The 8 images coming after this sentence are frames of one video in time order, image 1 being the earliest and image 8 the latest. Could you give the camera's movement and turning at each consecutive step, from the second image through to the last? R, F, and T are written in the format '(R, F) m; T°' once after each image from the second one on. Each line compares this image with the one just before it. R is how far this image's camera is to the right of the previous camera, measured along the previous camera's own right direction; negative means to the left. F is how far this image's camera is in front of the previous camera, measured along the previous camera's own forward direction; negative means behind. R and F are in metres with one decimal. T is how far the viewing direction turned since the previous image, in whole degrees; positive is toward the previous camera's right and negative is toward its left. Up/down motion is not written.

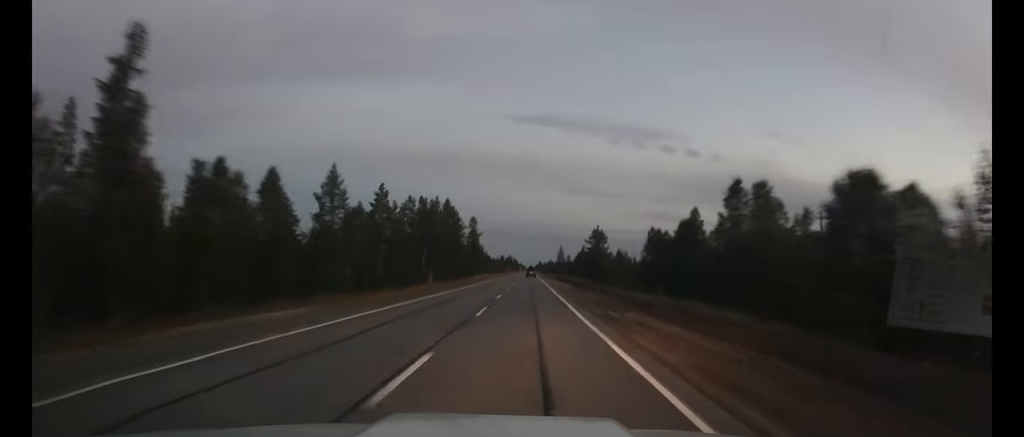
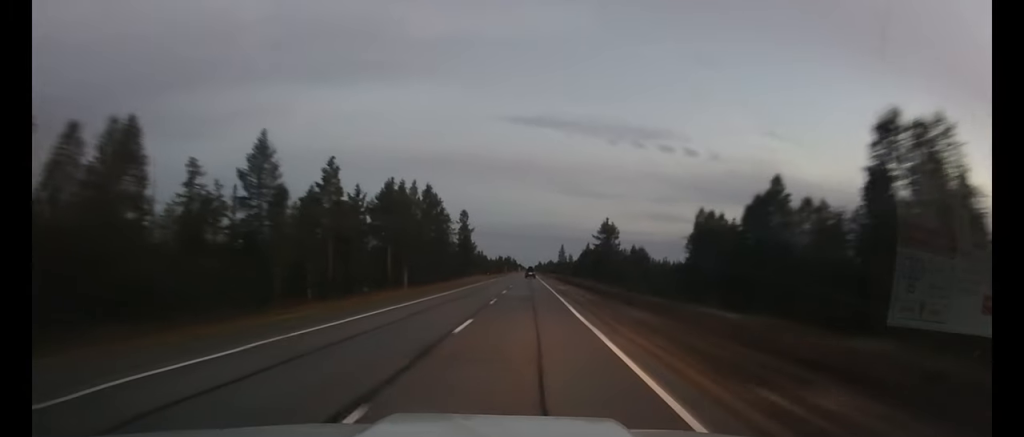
(0.0, +16.1) m; 0°
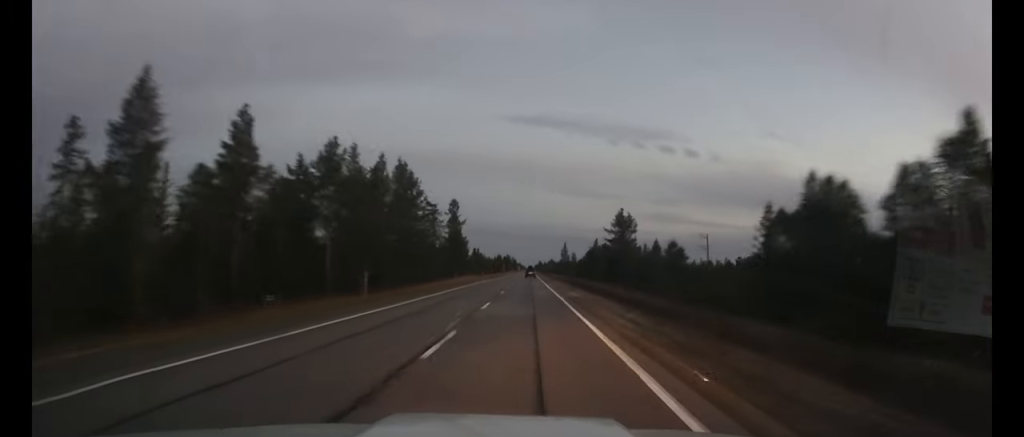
(0.0, +16.0) m; 0°
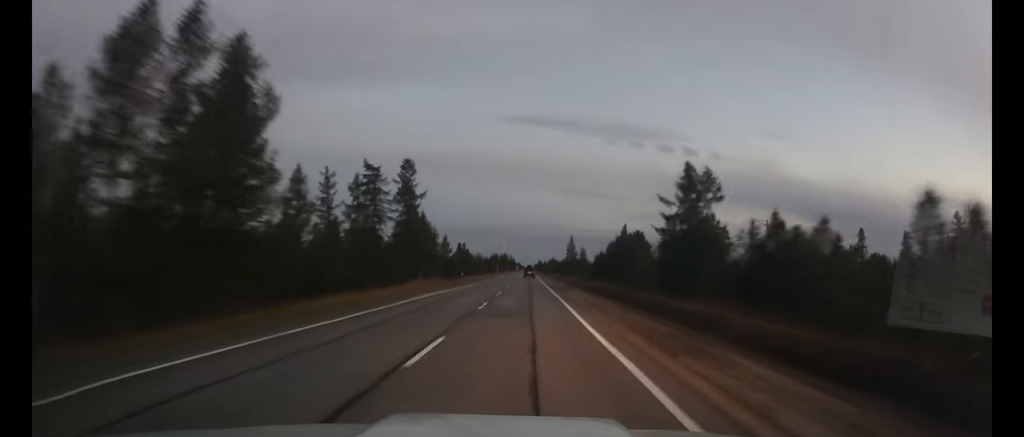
(0.0, +37.3) m; 0°
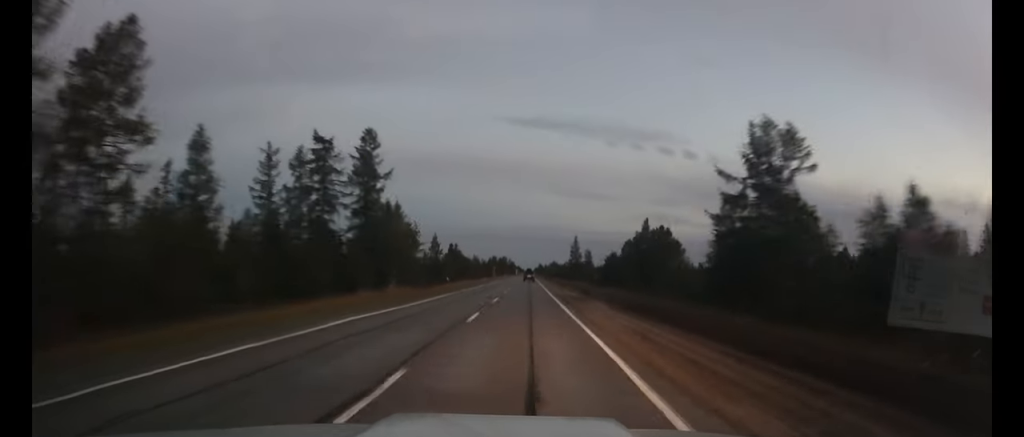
(0.0, +15.6) m; 0°
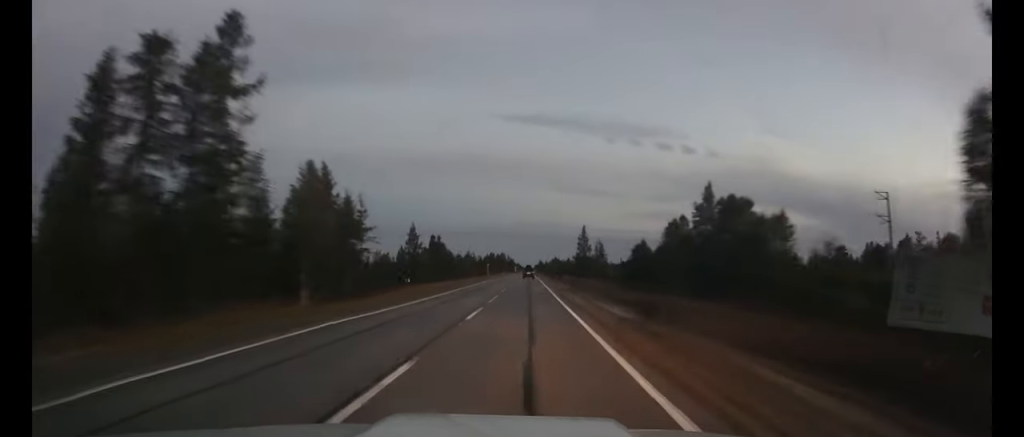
(0.0, +24.4) m; 0°
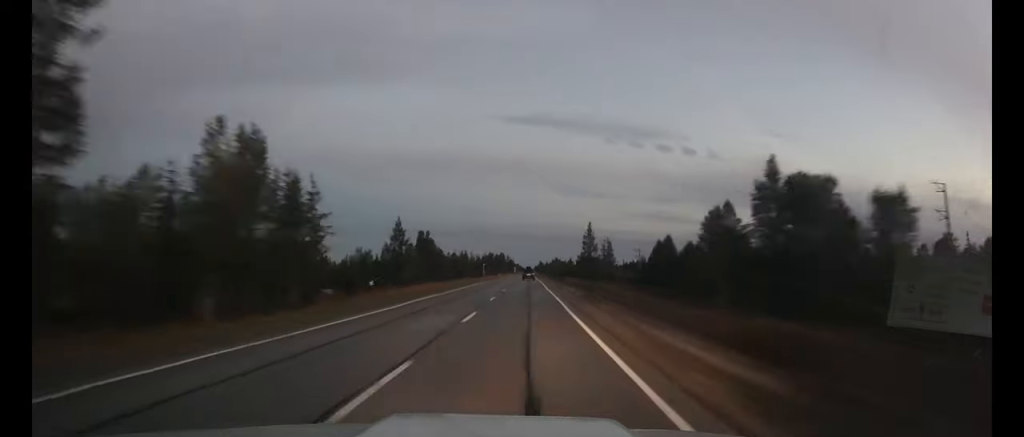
(0.0, +12.0) m; 0°
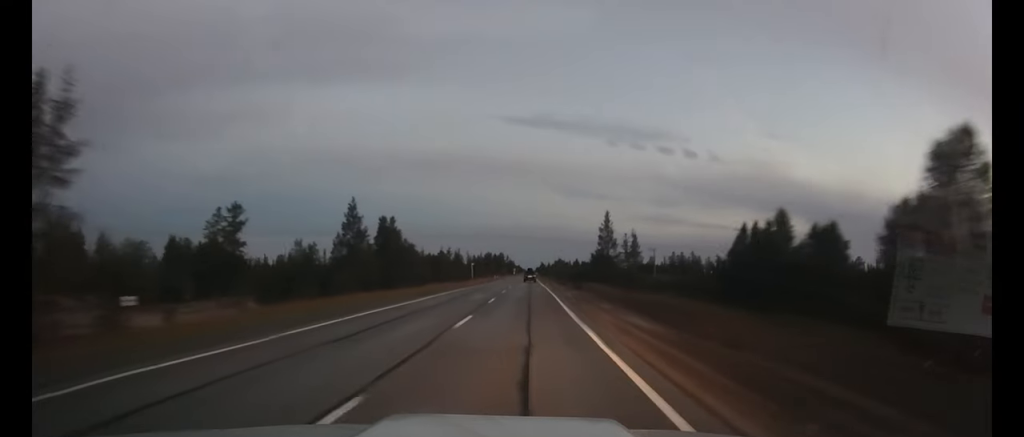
(0.0, +25.5) m; 0°
